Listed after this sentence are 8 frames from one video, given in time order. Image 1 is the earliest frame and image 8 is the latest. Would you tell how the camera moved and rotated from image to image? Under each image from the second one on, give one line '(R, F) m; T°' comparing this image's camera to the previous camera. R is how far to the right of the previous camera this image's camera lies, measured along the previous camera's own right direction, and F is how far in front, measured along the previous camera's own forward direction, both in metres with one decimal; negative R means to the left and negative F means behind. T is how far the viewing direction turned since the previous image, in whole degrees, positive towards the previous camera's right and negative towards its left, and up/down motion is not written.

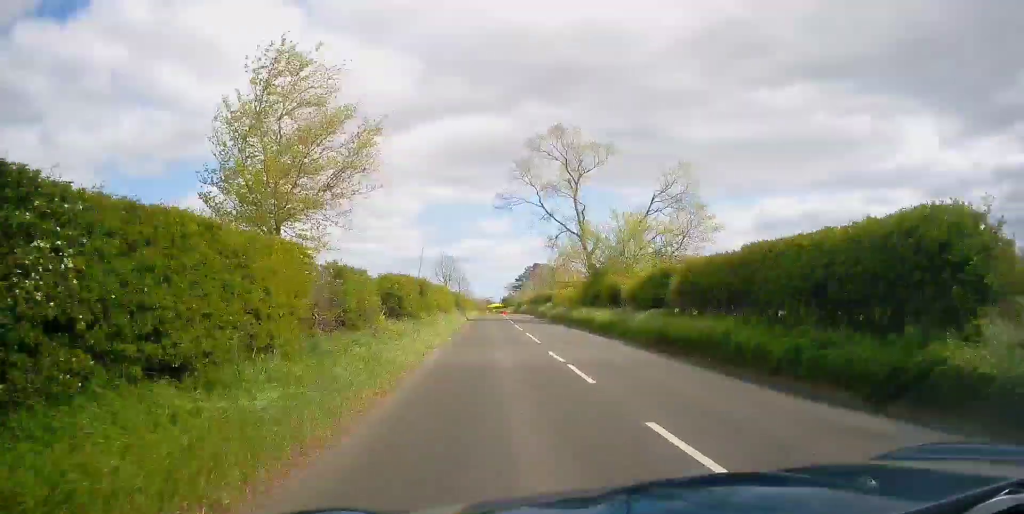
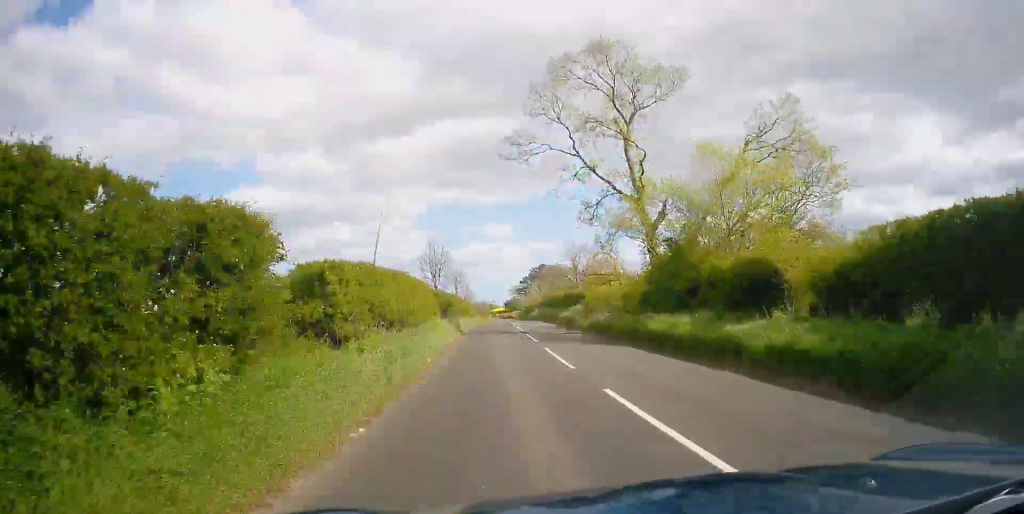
(-0.5, +15.3) m; -1°
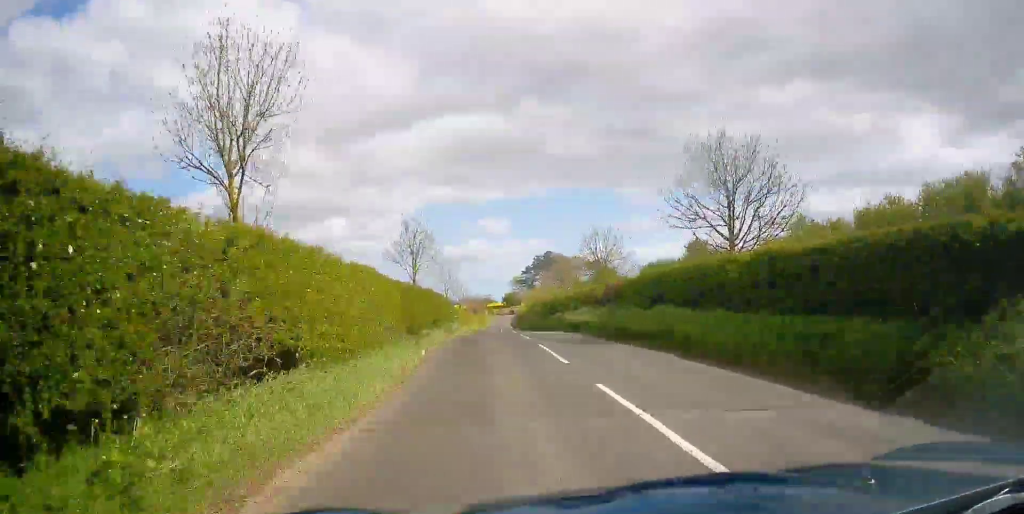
(+0.8, +36.1) m; +1°
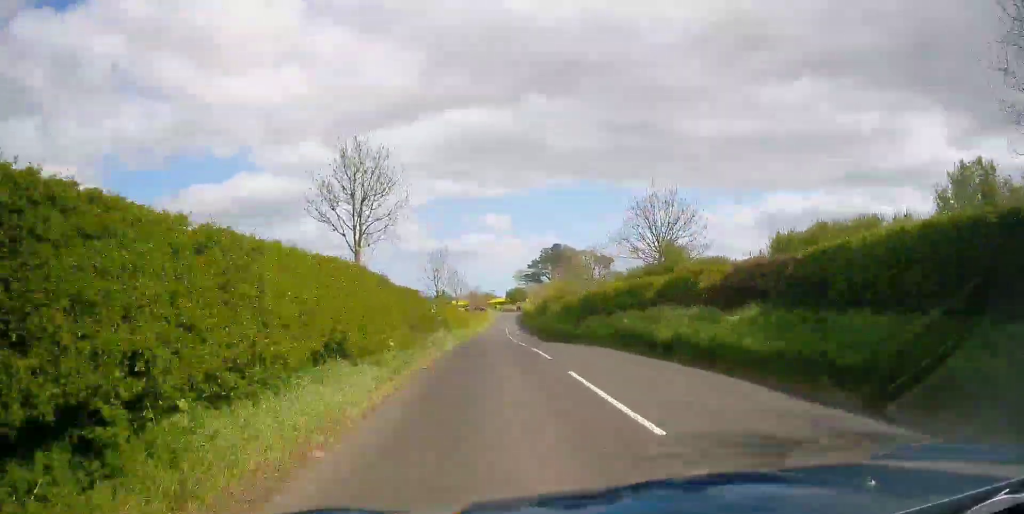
(-0.2, +15.2) m; 0°
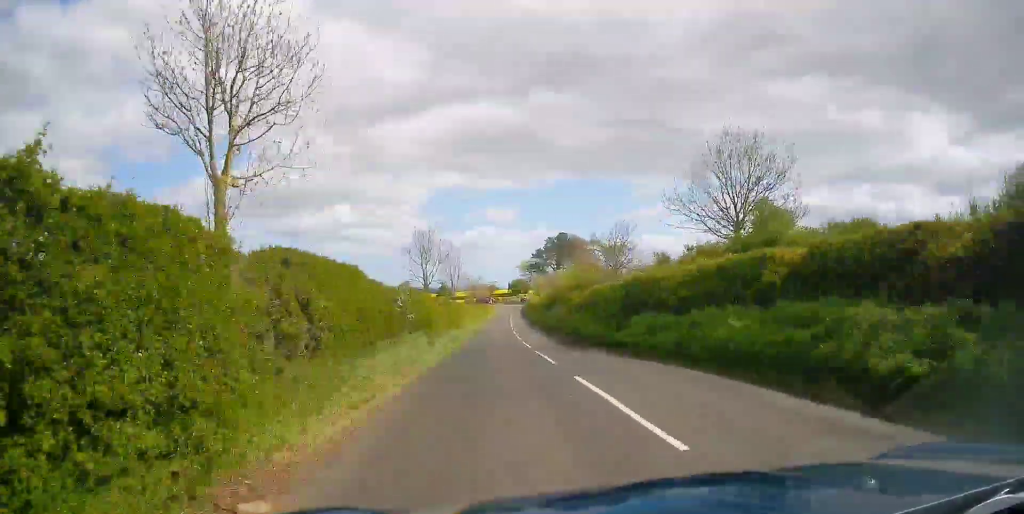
(-0.2, +9.4) m; 0°
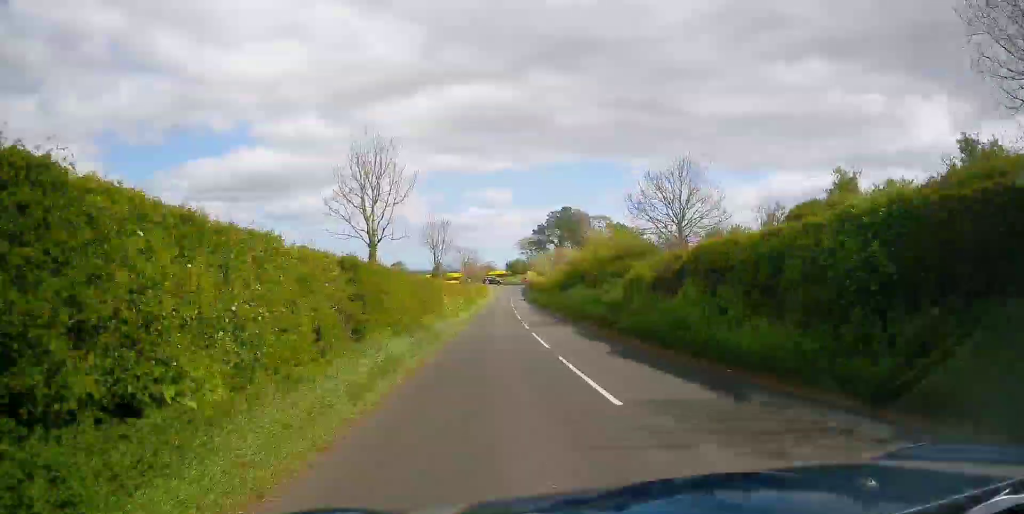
(+0.5, +15.8) m; +1°
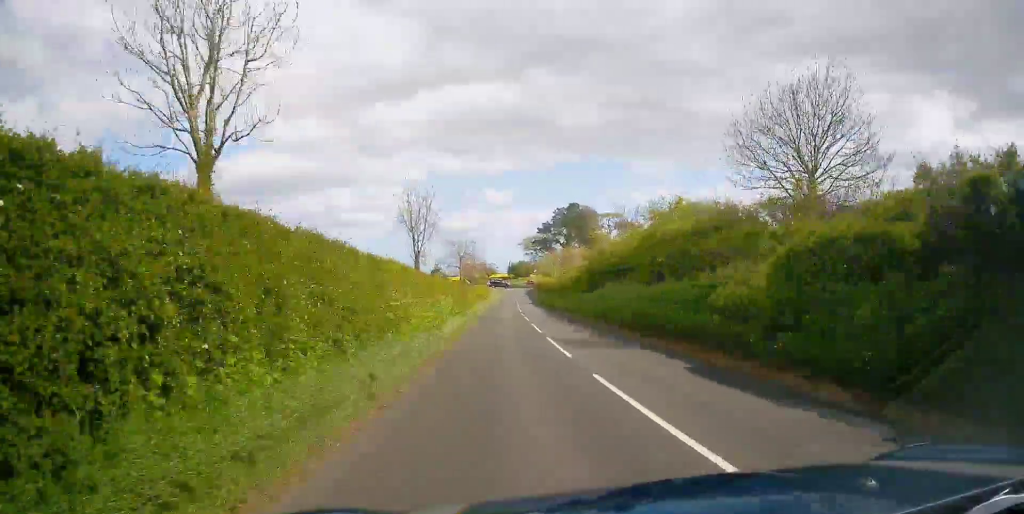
(-0.1, +12.2) m; 0°
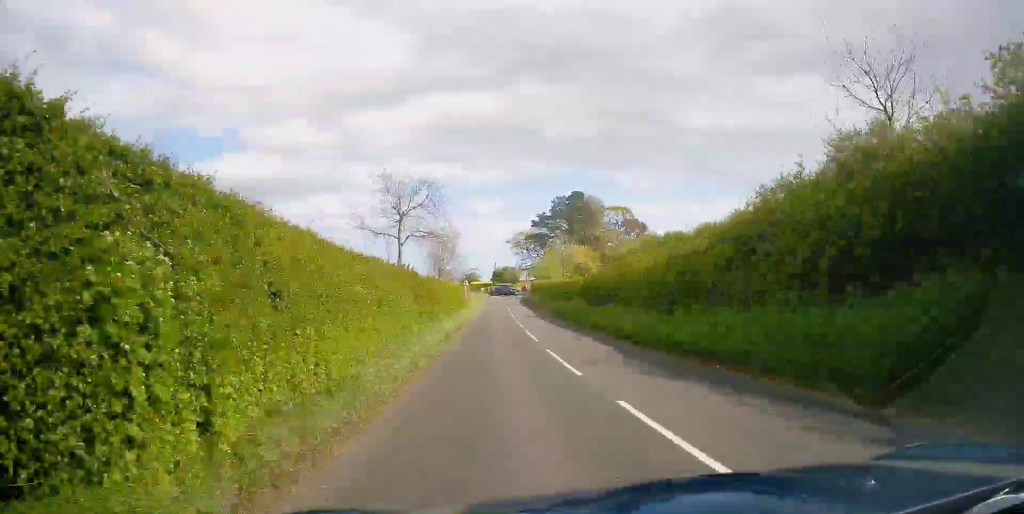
(0.0, +30.9) m; 0°
